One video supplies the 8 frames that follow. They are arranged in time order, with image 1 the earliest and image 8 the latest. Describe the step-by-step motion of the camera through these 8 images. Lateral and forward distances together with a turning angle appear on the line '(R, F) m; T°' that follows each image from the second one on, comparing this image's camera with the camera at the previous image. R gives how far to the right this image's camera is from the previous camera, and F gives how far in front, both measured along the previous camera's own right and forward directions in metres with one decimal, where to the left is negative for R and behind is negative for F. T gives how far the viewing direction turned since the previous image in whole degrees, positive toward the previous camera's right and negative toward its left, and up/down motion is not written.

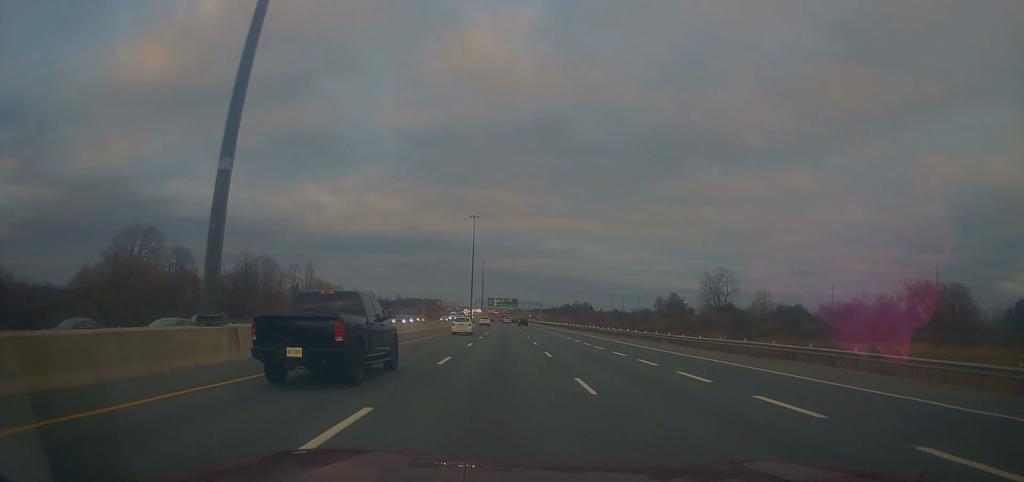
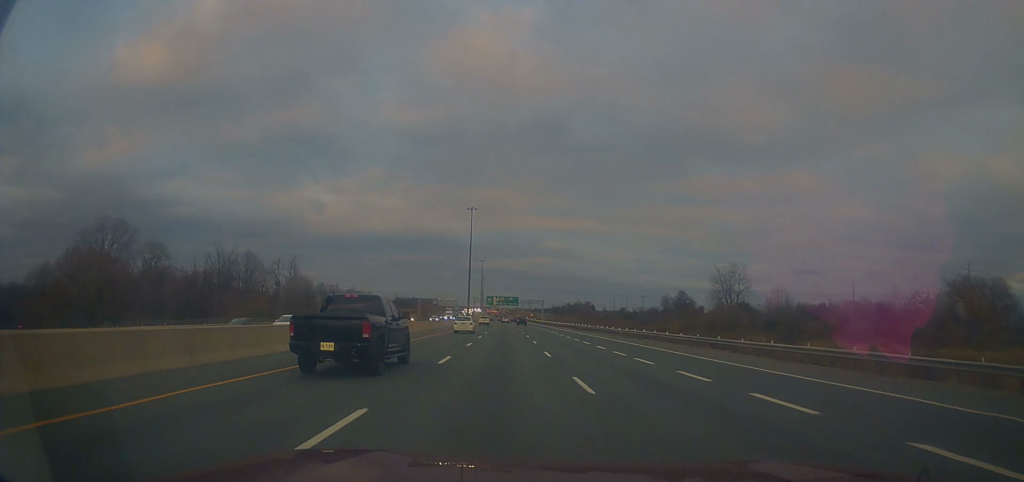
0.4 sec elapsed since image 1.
(0.0, +11.9) m; 0°
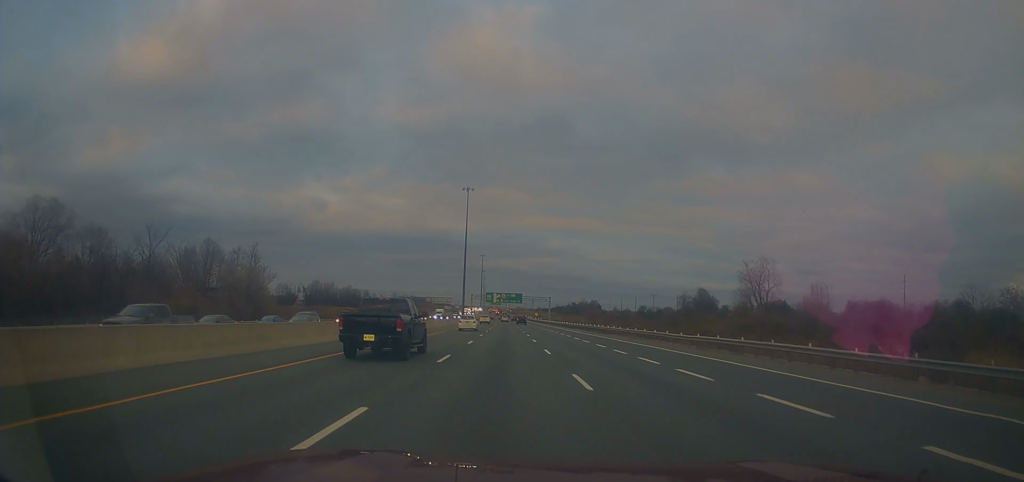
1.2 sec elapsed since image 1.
(-0.1, +23.8) m; -1°
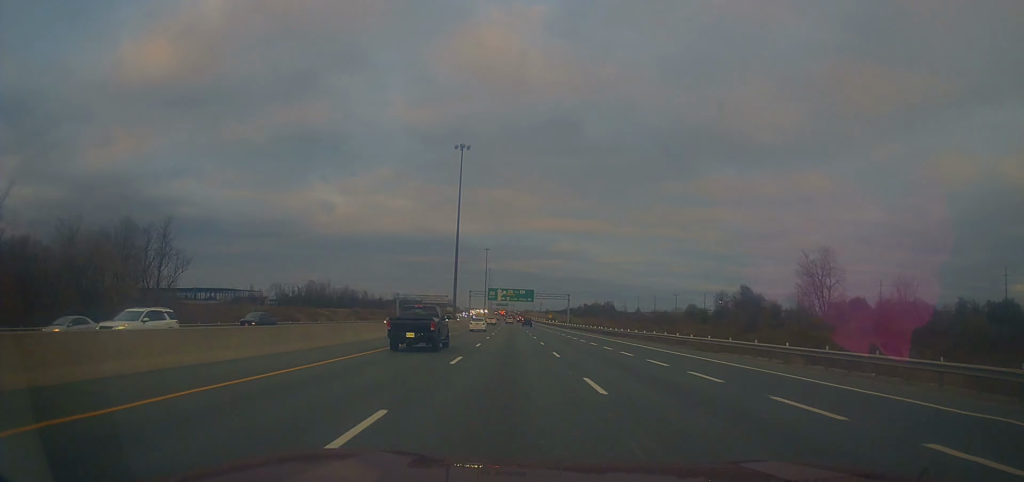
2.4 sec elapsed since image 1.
(-0.3, +35.7) m; 0°
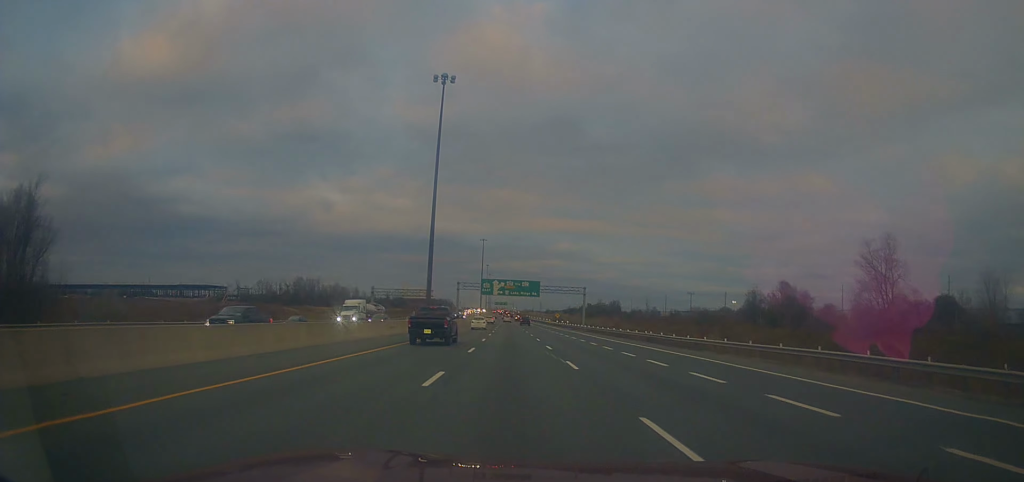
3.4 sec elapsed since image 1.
(+0.2, +29.8) m; 0°
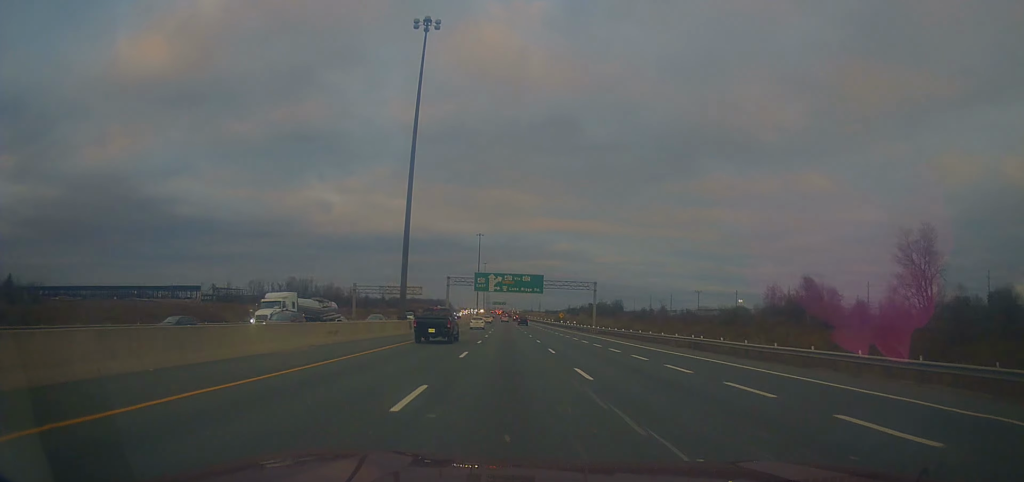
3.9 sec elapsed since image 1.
(+0.2, +14.9) m; 0°
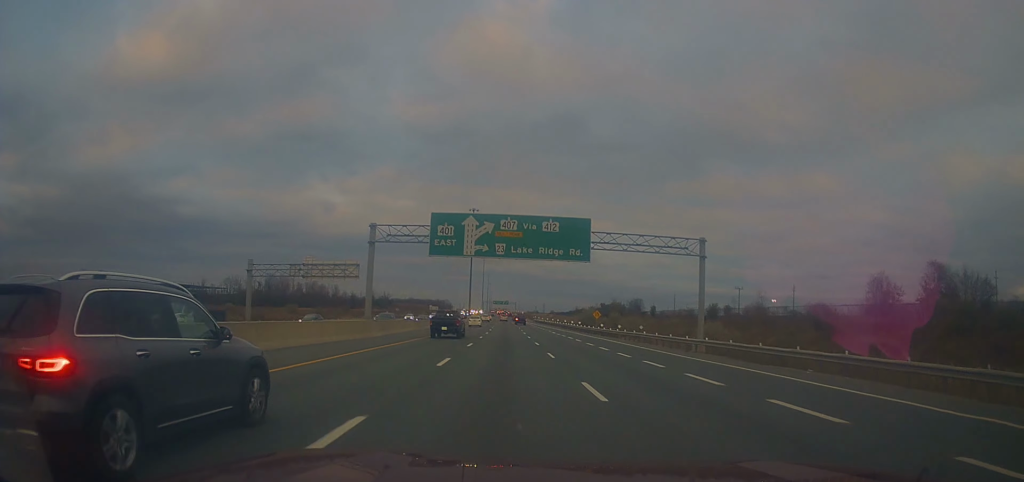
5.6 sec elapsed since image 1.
(-1.0, +51.2) m; -1°
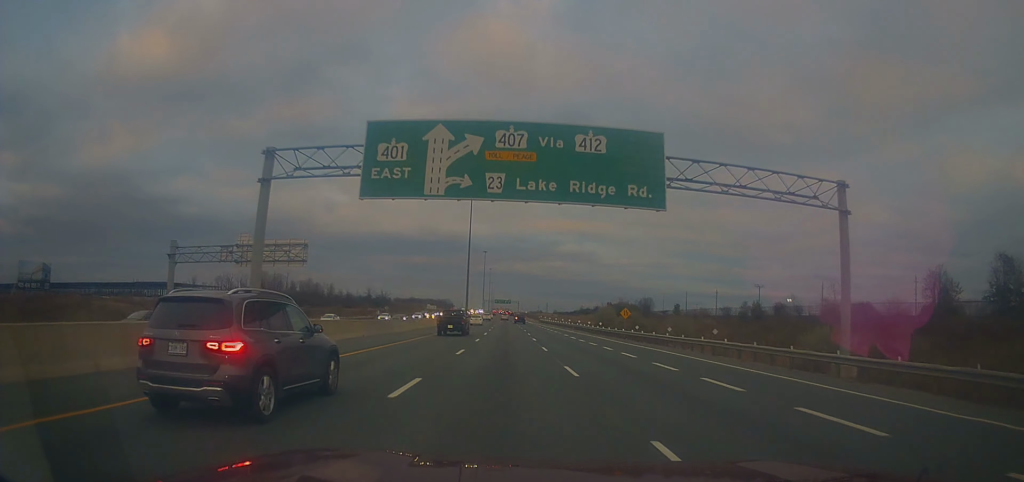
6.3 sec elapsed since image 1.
(0.0, +18.6) m; 0°
